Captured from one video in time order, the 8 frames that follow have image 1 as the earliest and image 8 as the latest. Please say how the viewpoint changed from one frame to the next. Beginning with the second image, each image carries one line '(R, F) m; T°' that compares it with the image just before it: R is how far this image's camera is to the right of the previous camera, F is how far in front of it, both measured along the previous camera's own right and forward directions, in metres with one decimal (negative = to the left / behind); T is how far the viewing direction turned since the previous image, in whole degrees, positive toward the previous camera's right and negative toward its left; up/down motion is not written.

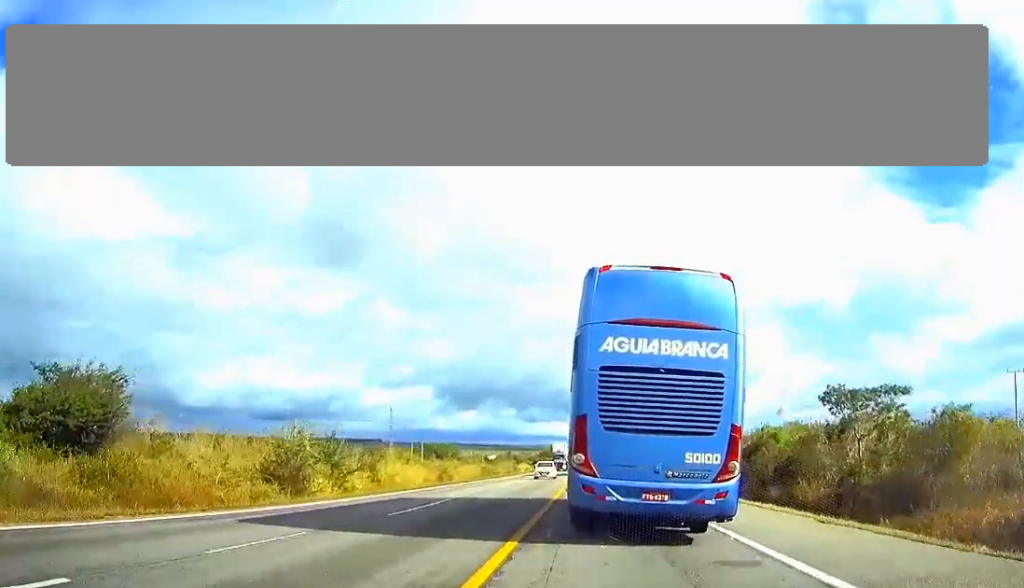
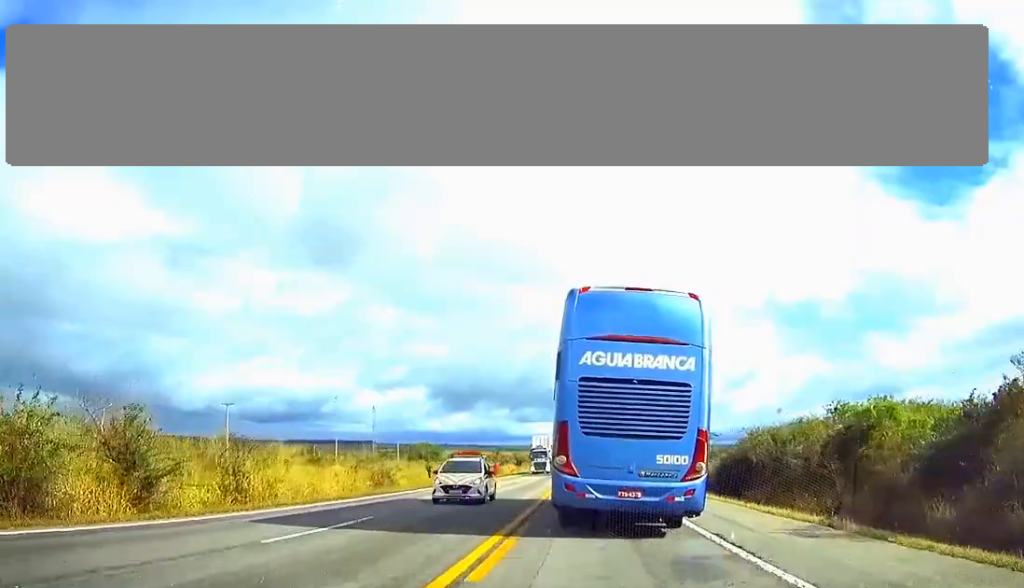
(+0.1, +24.8) m; 0°
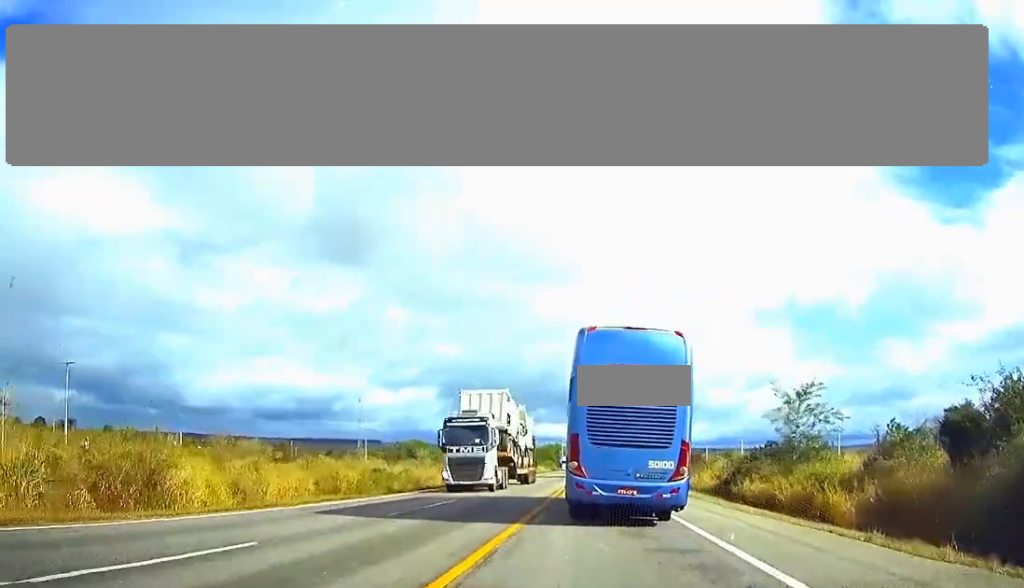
(-0.4, +41.0) m; -1°
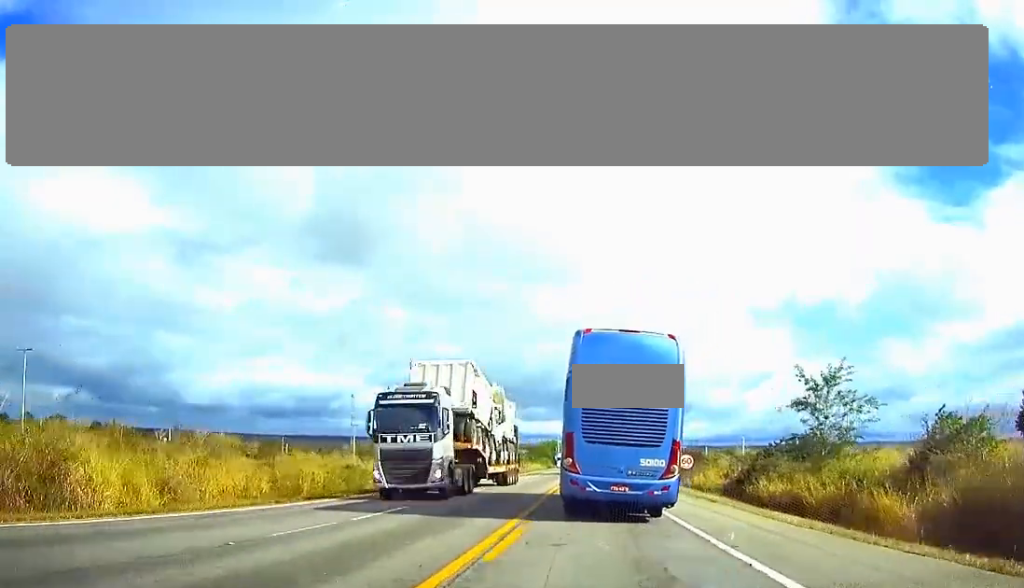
(0.0, +6.8) m; 0°
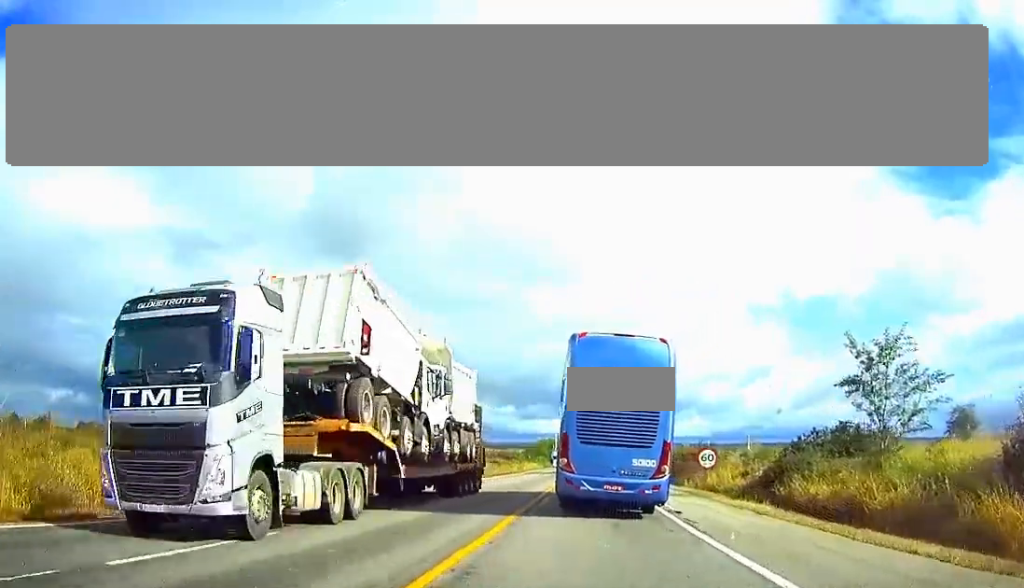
(0.0, +9.1) m; 0°
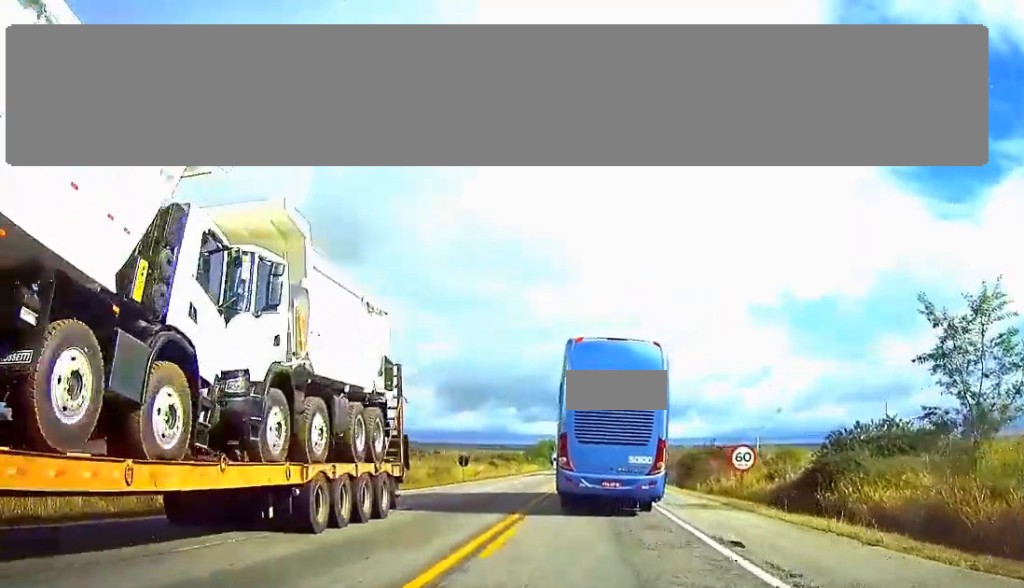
(0.0, +8.5) m; 0°
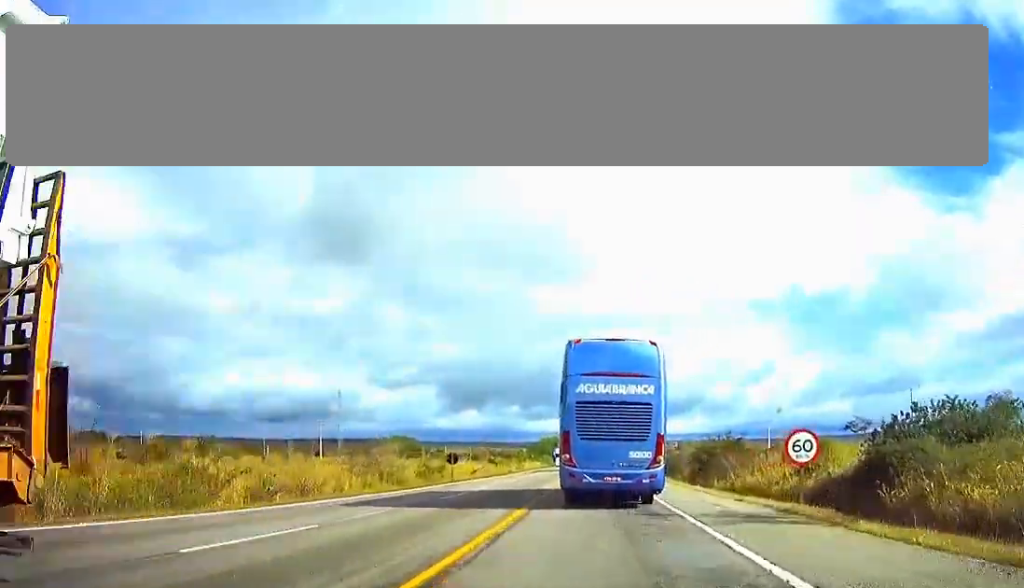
(0.0, +7.9) m; 0°
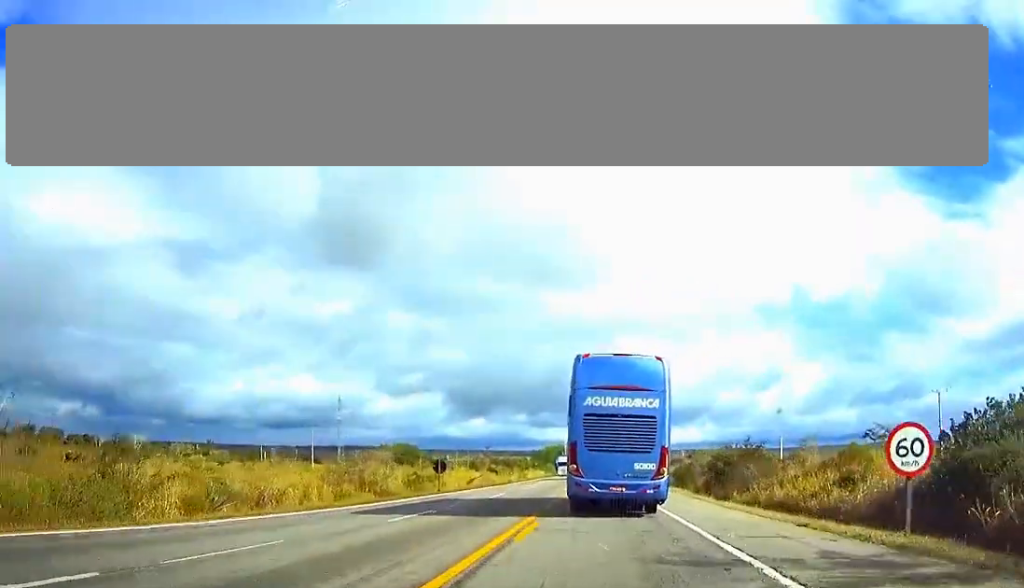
(0.0, +7.4) m; 0°
